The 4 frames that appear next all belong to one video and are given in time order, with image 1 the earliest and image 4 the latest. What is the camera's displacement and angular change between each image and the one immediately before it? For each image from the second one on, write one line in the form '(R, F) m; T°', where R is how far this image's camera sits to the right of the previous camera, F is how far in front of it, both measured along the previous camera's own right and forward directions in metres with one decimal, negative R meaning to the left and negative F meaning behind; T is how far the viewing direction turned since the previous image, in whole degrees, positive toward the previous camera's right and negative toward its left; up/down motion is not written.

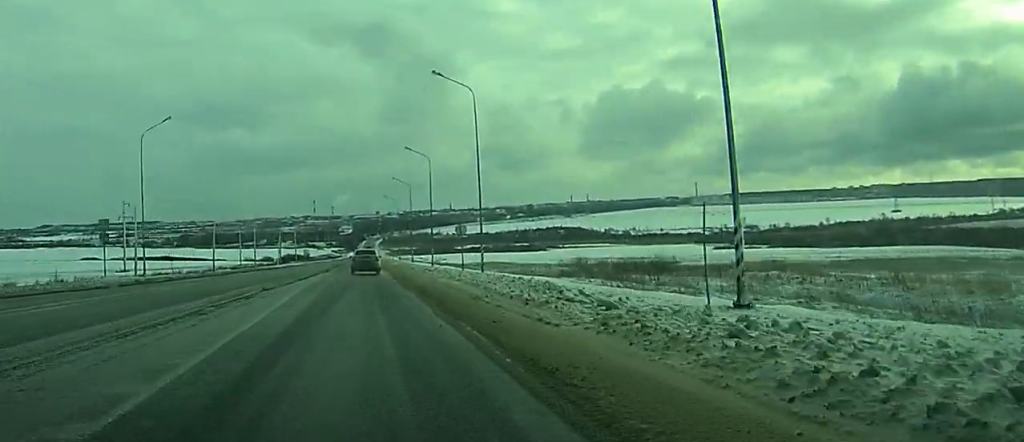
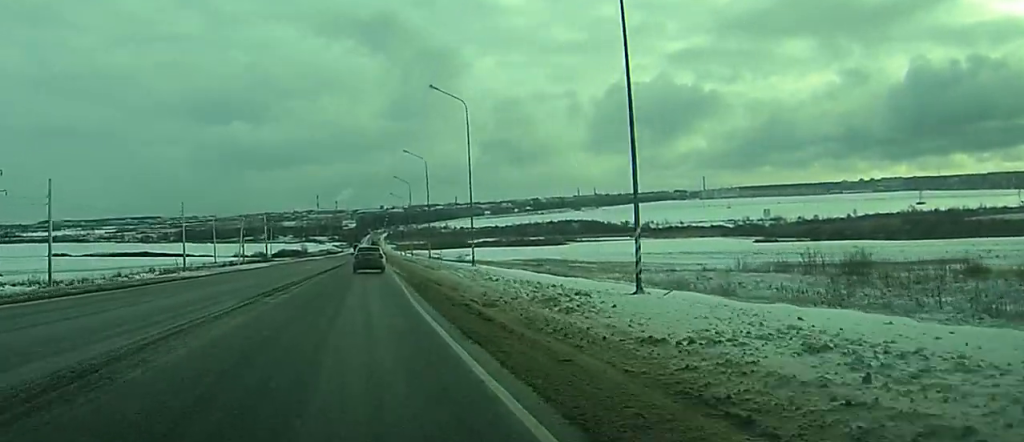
(-1.1, +64.1) m; -1°
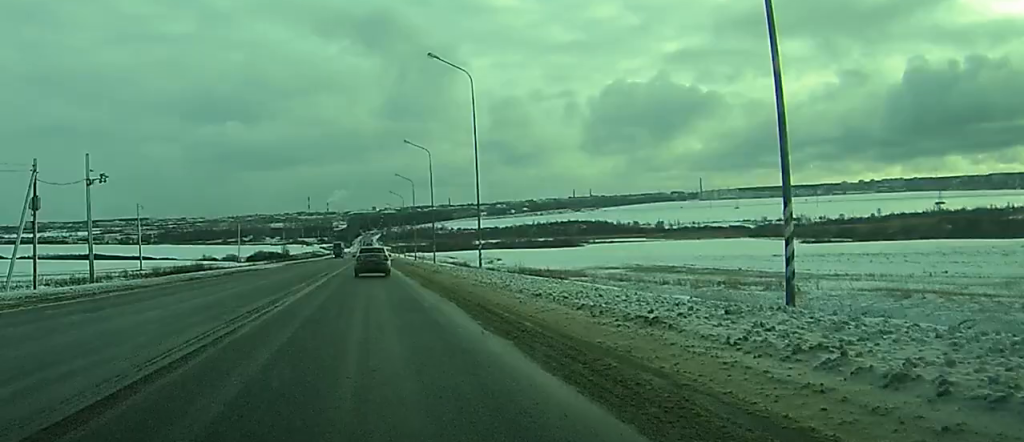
(-0.2, +78.6) m; 0°
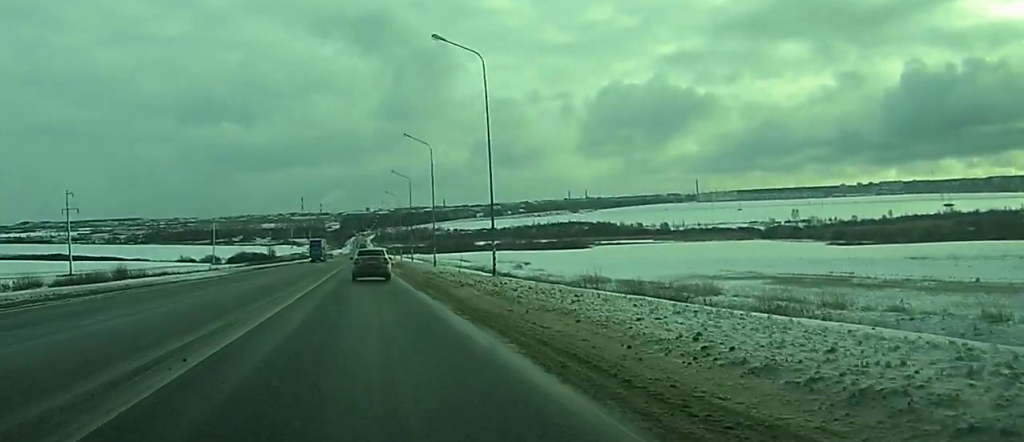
(-0.1, +40.2) m; 0°
